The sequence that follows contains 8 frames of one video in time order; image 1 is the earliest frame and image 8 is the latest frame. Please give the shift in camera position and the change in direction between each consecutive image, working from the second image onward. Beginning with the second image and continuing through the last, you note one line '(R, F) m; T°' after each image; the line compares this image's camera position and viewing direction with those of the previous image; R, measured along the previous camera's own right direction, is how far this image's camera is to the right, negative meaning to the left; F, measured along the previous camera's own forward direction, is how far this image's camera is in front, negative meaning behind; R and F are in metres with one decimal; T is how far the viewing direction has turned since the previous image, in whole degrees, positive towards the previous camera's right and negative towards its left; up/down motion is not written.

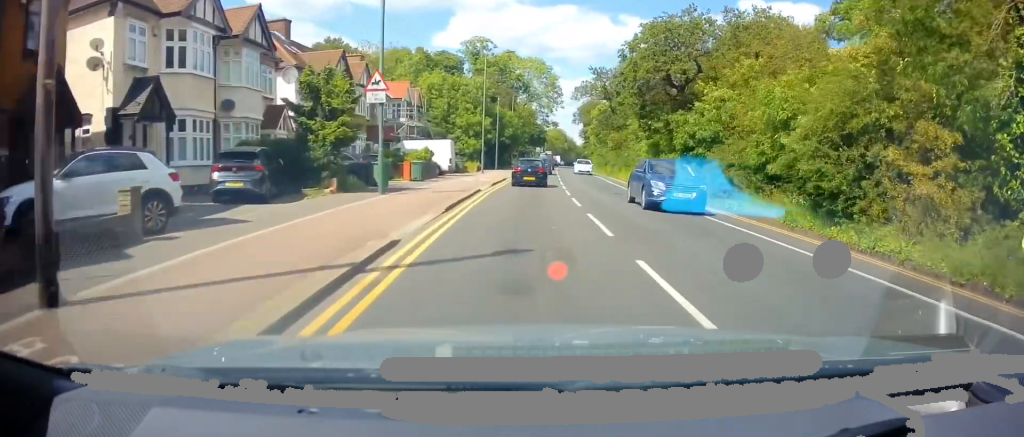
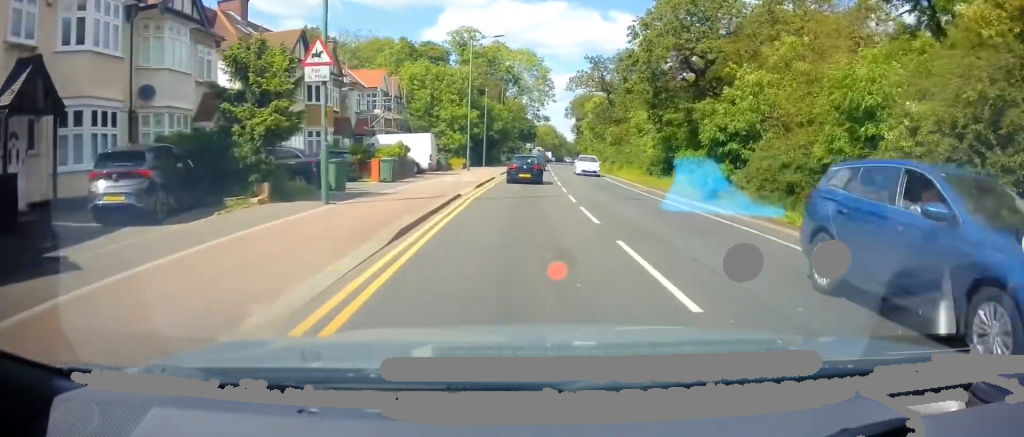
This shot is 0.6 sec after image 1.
(+0.1, +4.8) m; +1°
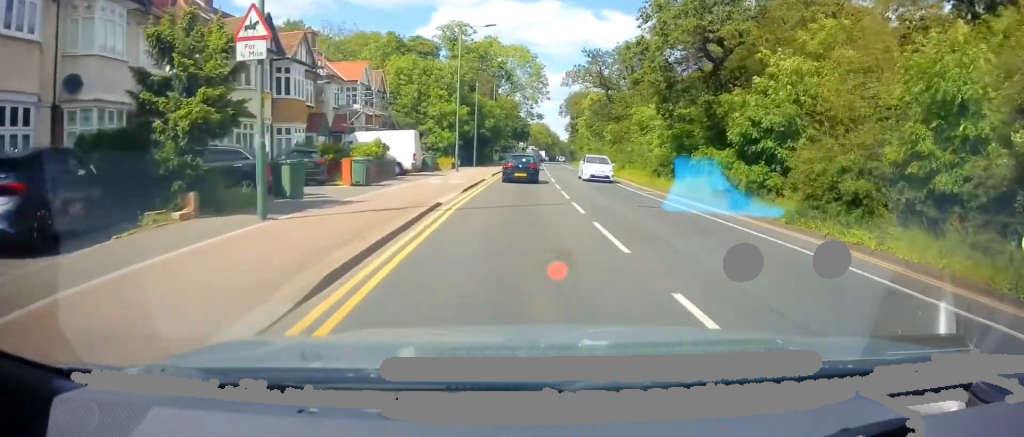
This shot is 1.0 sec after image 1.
(+0.2, +3.4) m; 0°
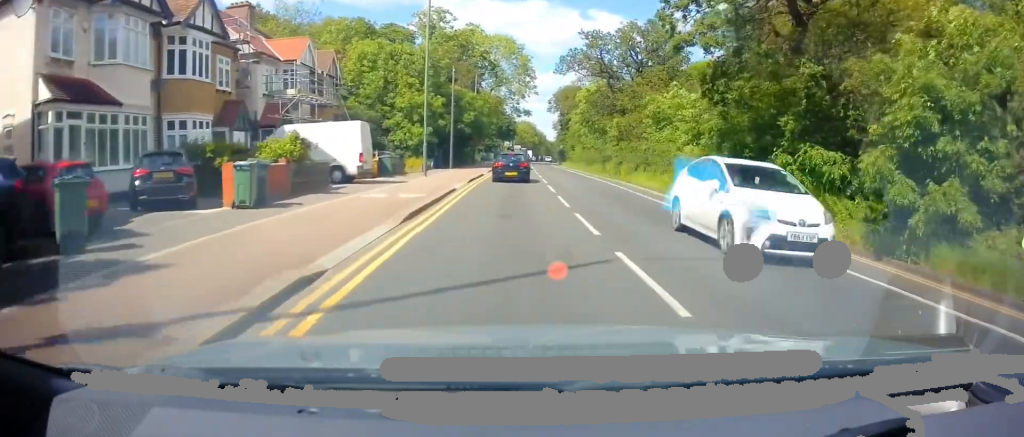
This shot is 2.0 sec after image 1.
(-0.2, +8.7) m; 0°
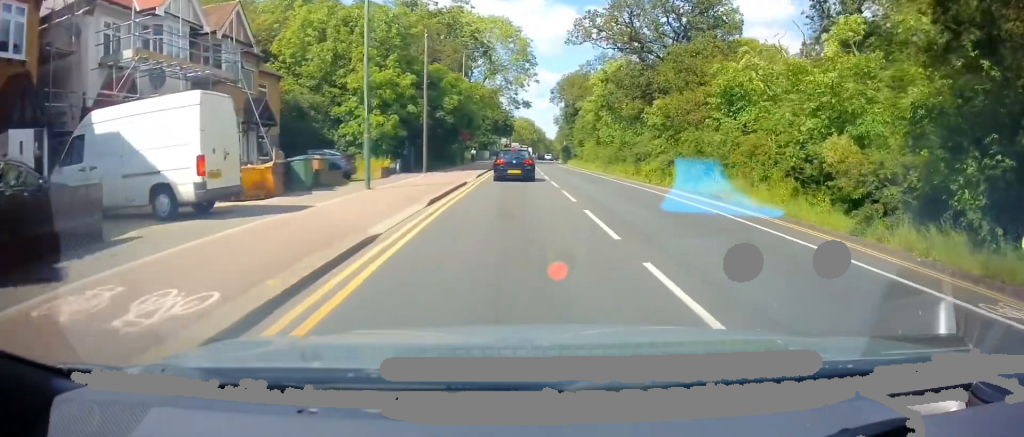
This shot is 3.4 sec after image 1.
(+0.4, +12.2) m; +2°
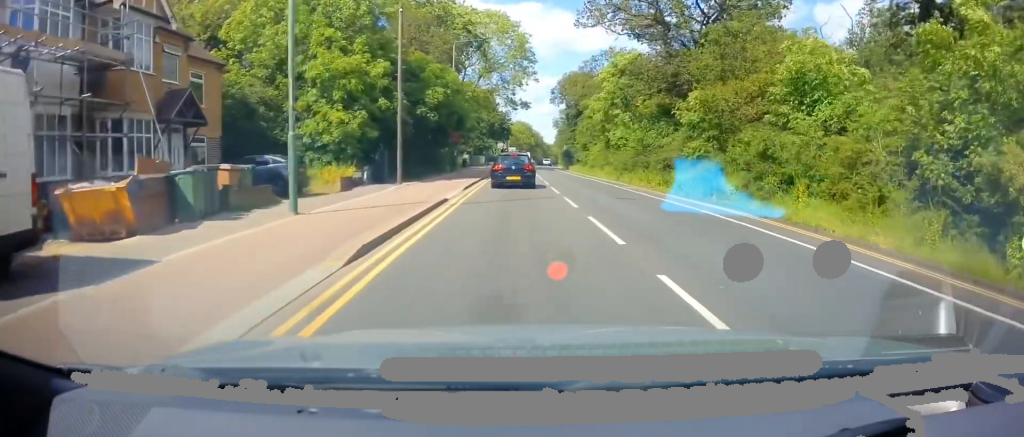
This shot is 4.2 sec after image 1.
(-0.1, +6.6) m; 0°
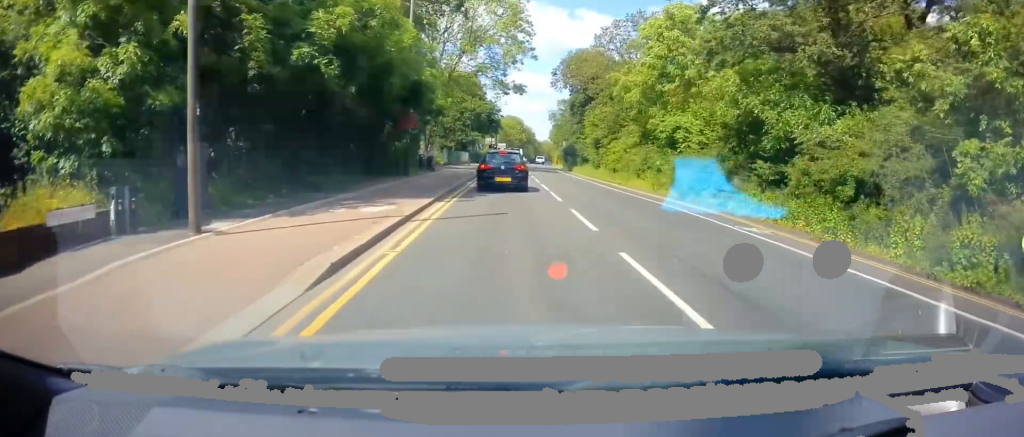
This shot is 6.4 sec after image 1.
(+0.3, +16.0) m; 0°
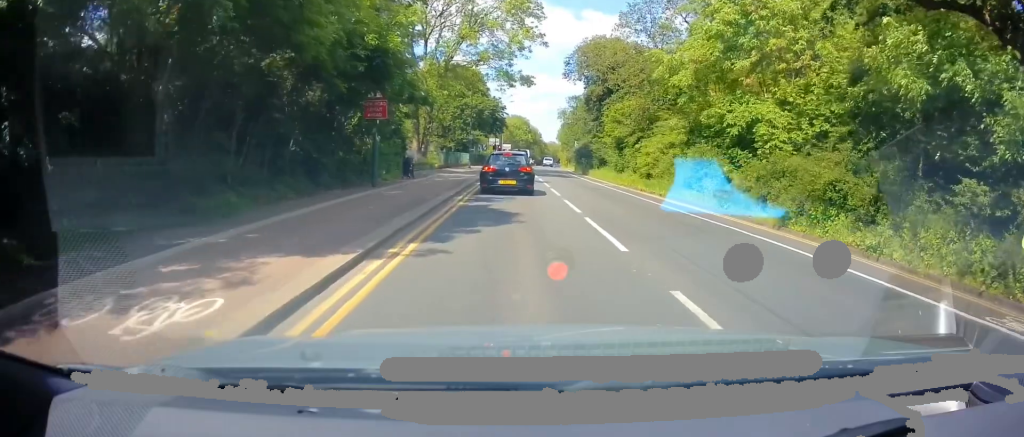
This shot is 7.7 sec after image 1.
(0.0, +8.1) m; +1°
